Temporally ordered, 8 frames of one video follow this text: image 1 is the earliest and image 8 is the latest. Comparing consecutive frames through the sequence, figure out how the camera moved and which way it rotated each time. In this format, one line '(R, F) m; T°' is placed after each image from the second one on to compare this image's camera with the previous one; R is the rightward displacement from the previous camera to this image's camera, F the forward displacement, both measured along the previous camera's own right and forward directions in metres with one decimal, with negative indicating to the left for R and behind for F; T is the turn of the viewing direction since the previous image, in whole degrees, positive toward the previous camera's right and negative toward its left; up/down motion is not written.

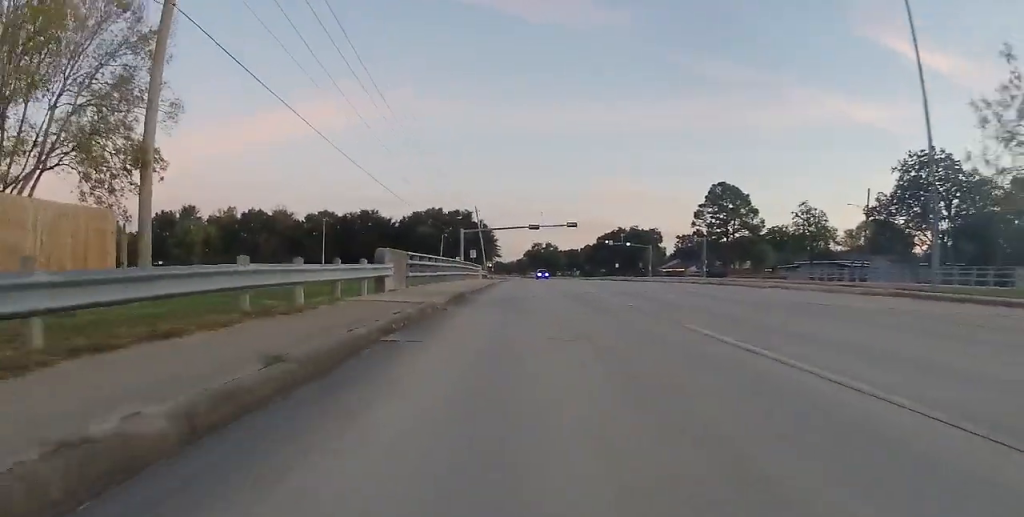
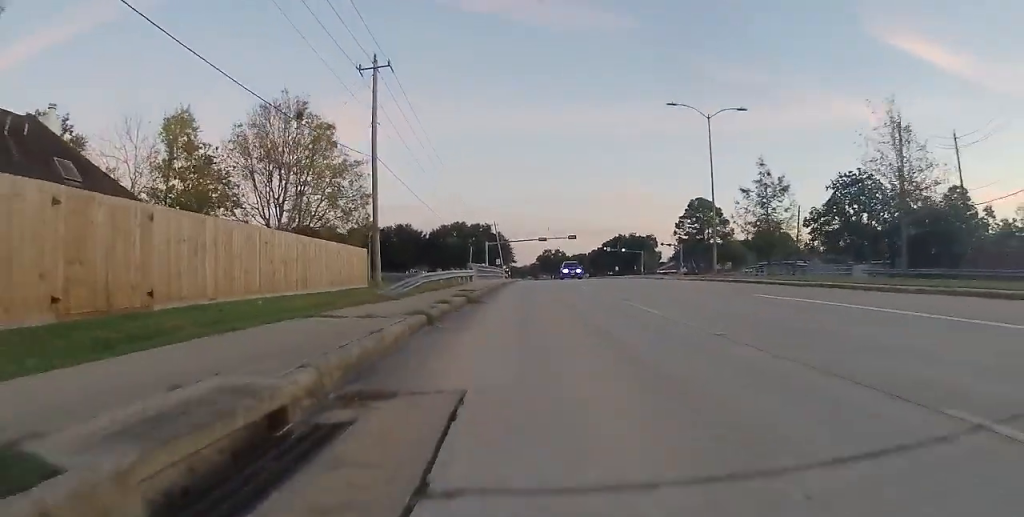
(0.0, +19.1) m; -1°
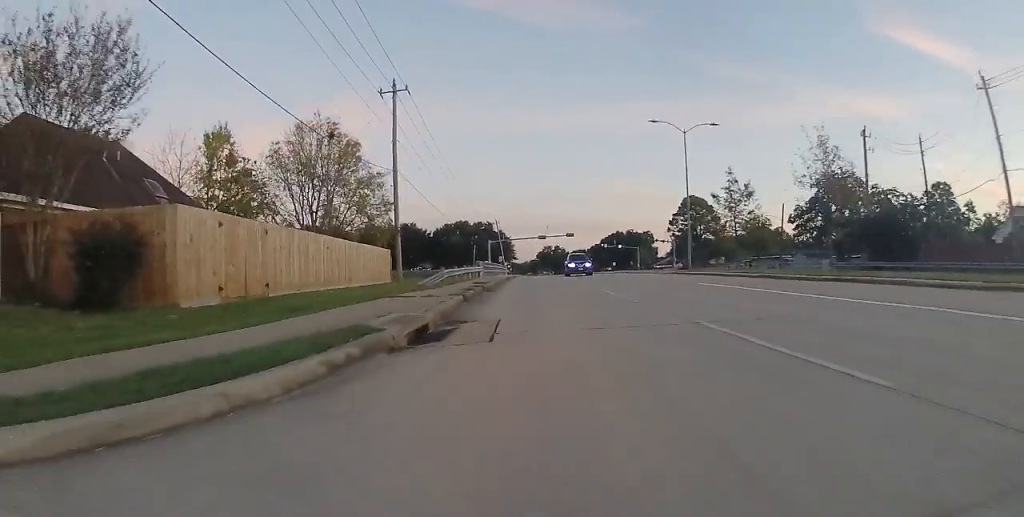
(-0.2, +5.1) m; -2°
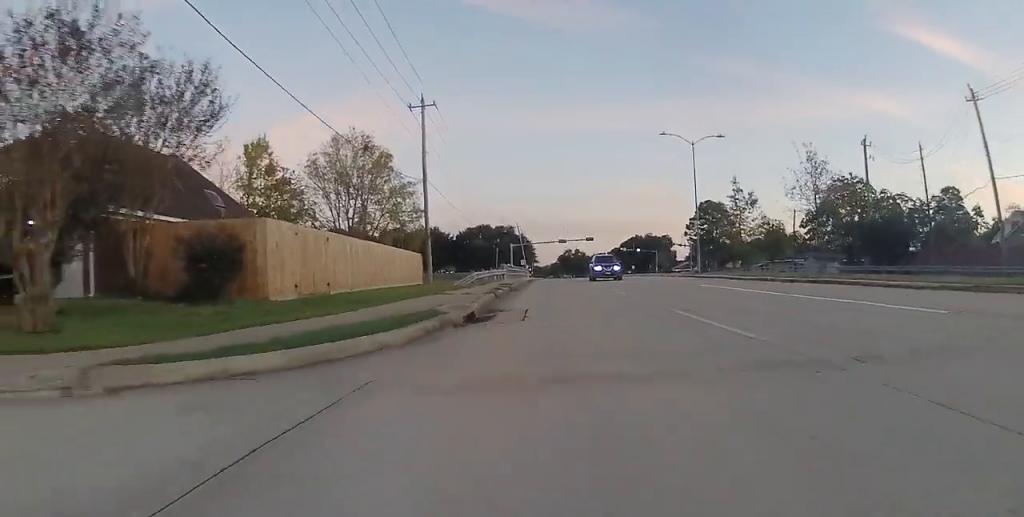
(0.0, +3.0) m; +1°
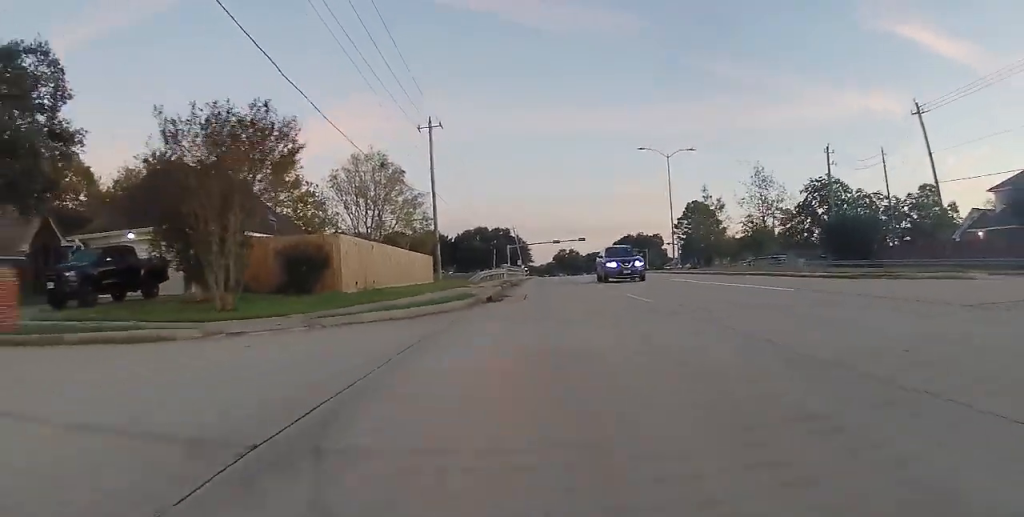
(+0.1, +5.8) m; +1°
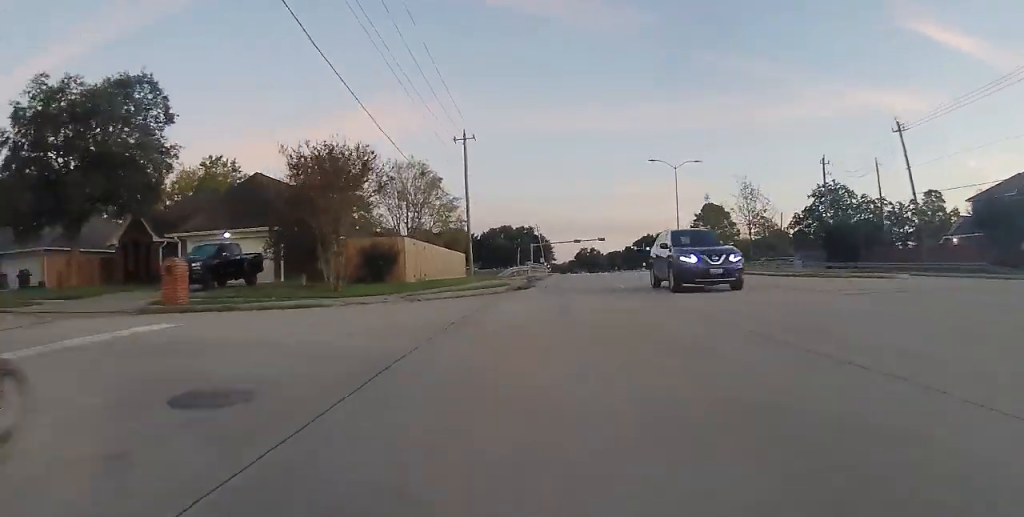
(+0.3, +6.0) m; -1°
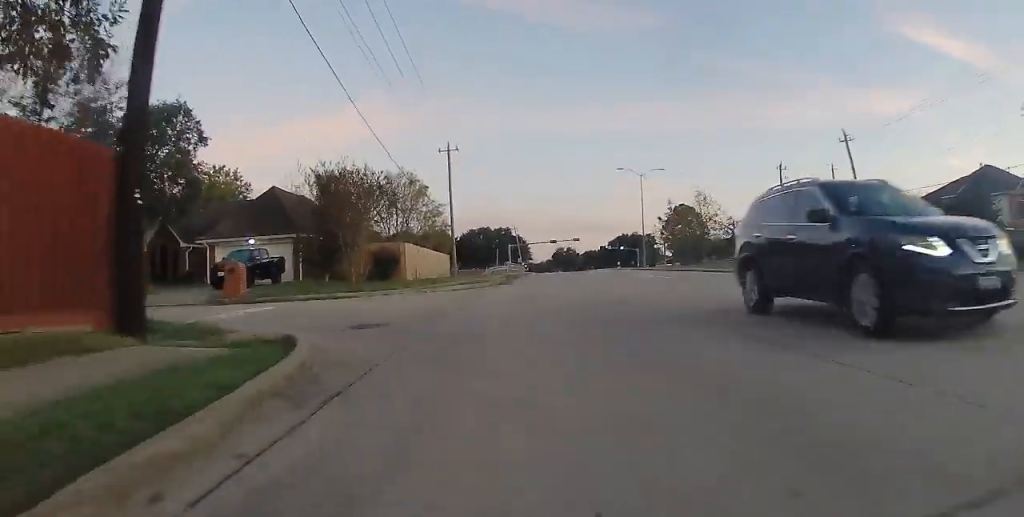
(-0.3, +5.8) m; -2°
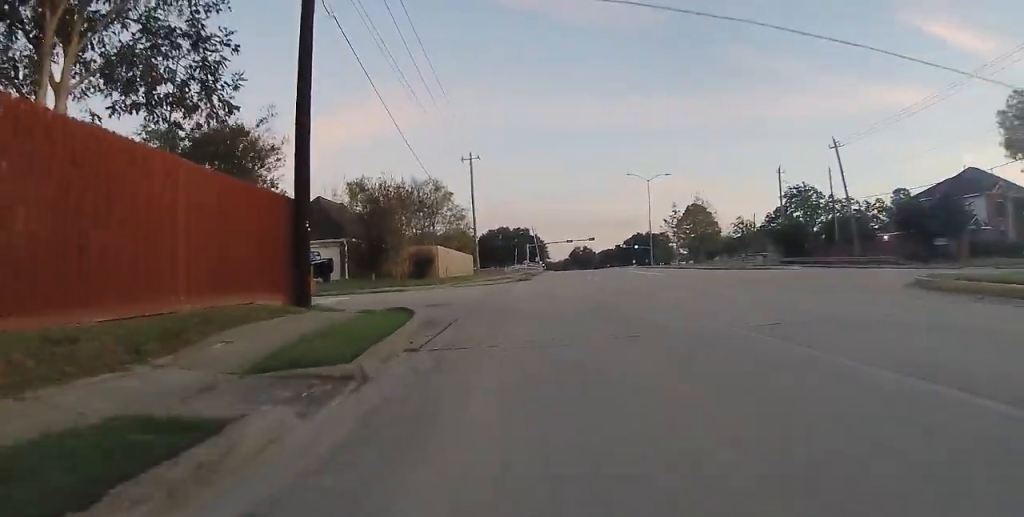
(-0.1, +5.8) m; -1°
